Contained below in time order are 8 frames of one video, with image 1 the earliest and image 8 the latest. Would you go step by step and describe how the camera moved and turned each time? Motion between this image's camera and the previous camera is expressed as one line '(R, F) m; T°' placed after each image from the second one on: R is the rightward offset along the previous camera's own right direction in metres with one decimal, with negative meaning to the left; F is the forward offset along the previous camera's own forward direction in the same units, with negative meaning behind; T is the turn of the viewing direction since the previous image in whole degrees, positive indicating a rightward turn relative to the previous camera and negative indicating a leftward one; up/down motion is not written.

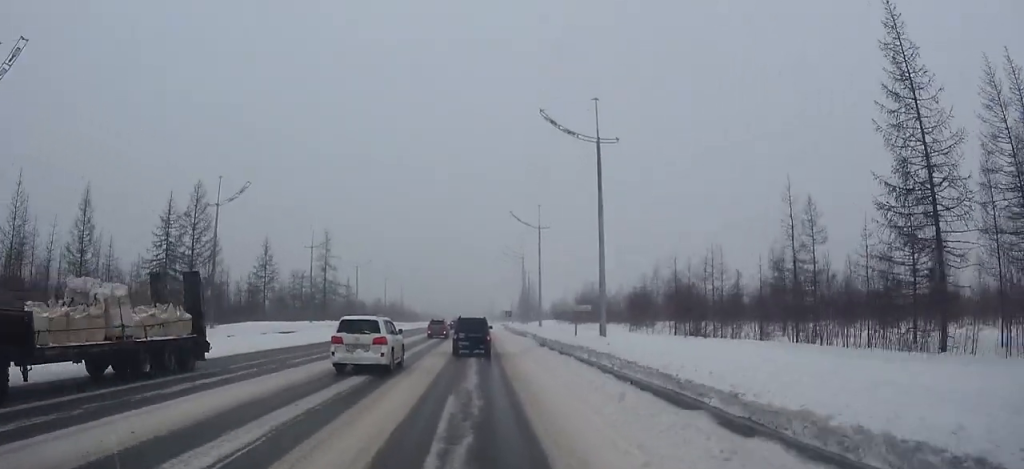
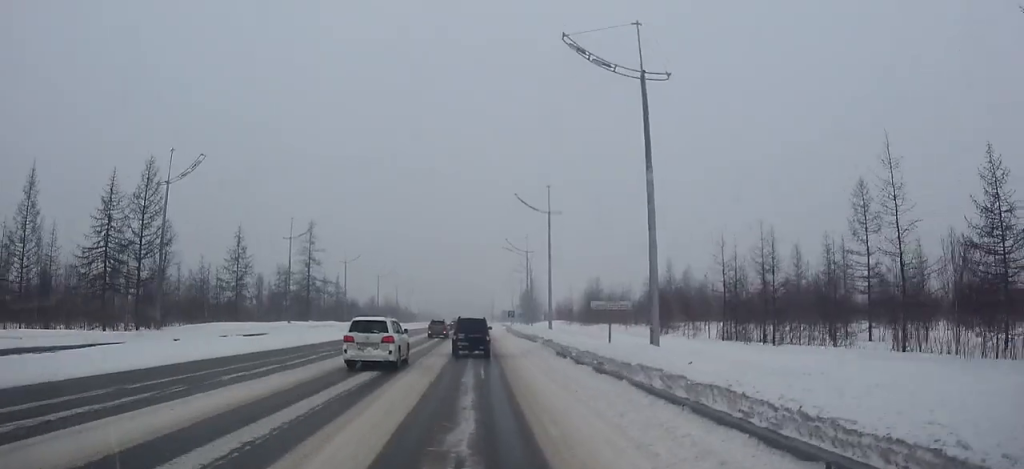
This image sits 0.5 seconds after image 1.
(0.0, +7.4) m; 0°
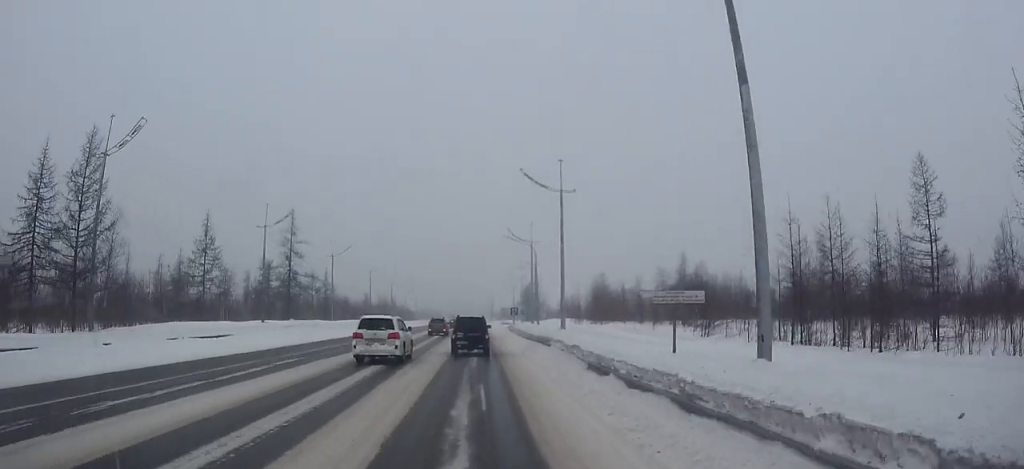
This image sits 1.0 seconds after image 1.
(0.0, +6.9) m; 0°
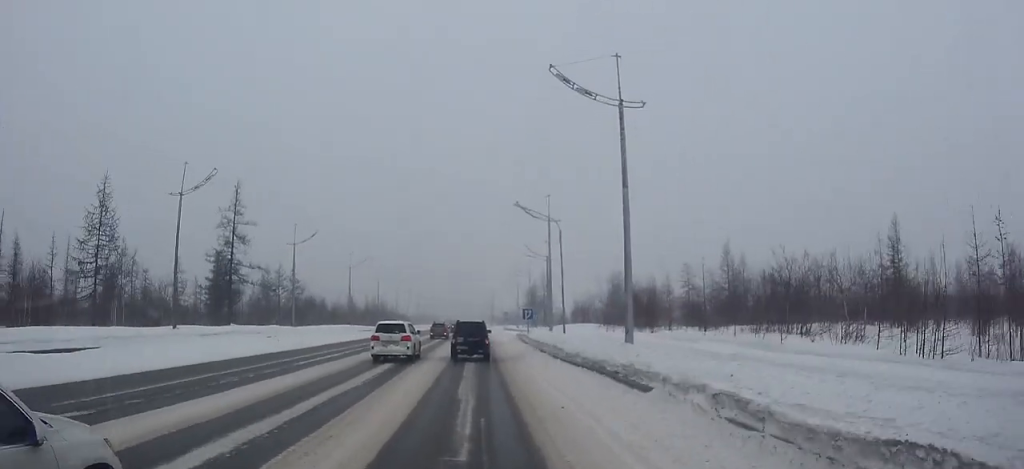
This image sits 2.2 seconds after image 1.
(0.0, +15.6) m; 0°
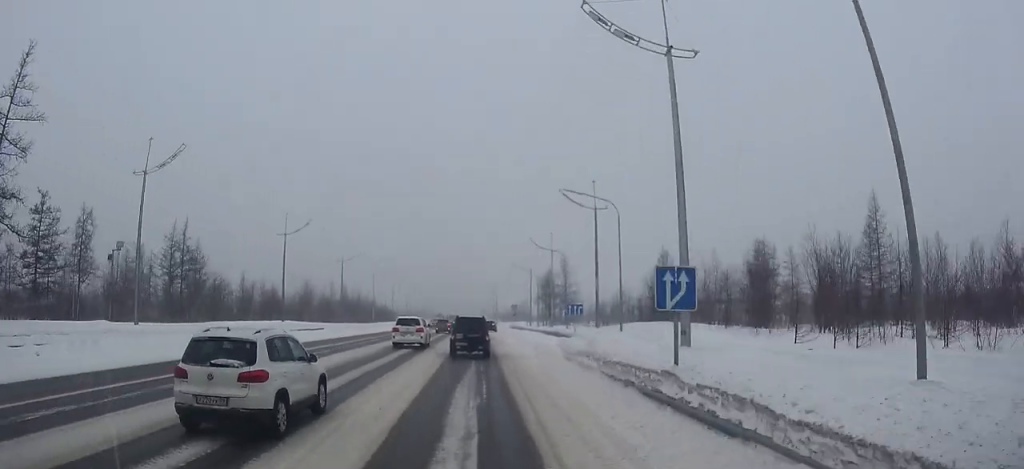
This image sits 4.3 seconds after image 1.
(0.0, +29.1) m; 0°
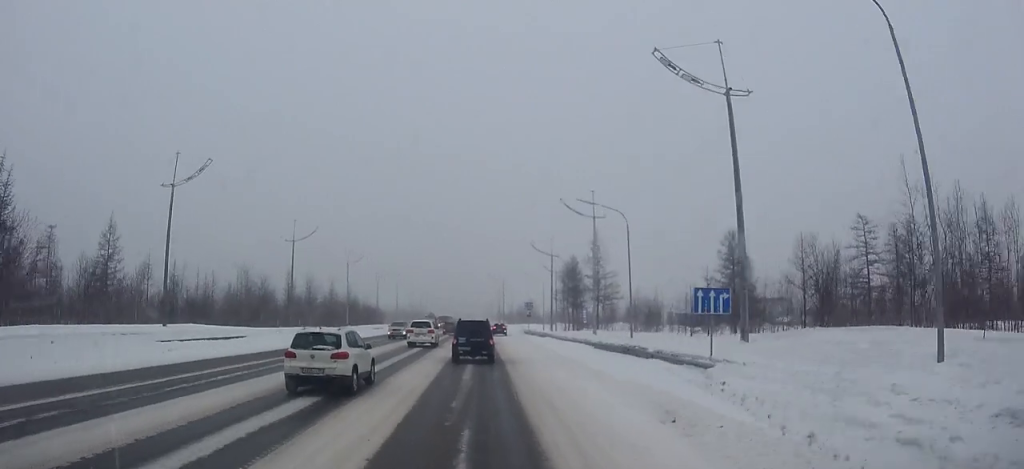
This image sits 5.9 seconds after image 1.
(0.0, +22.7) m; 0°
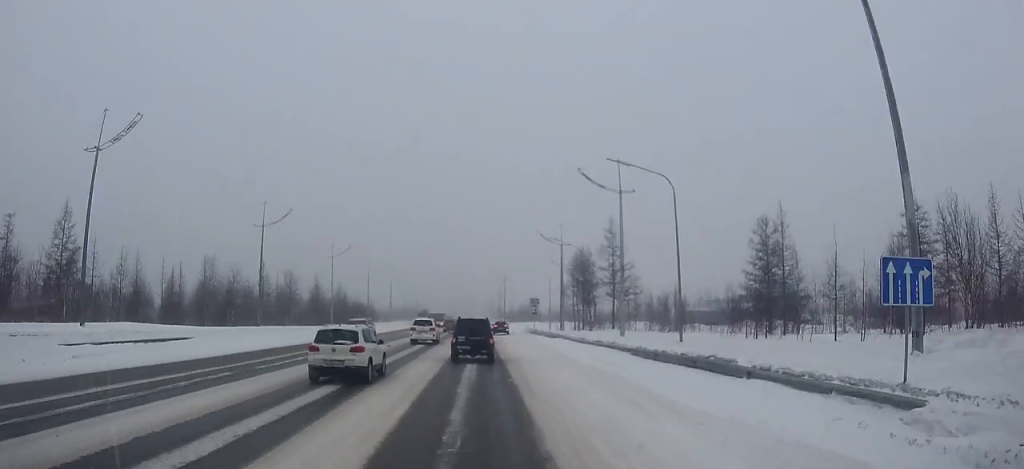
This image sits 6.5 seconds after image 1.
(0.0, +8.3) m; 0°
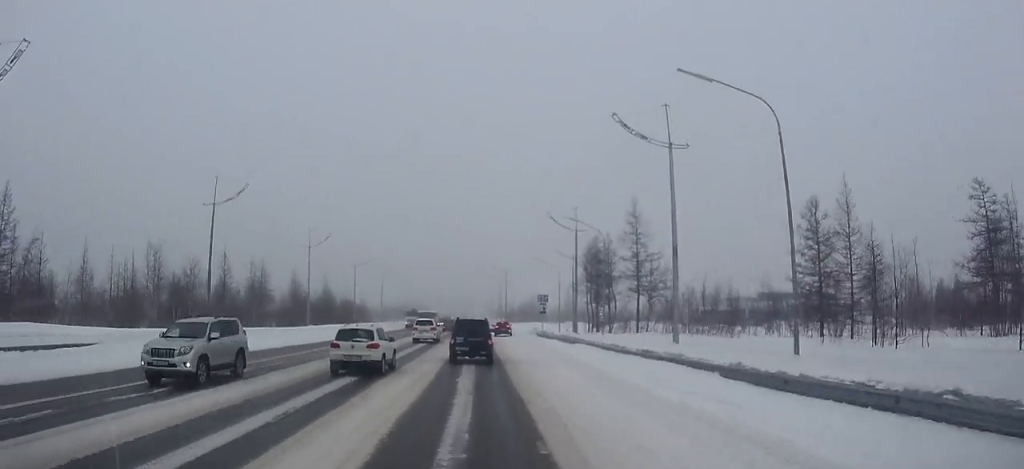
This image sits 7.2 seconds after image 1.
(0.0, +9.7) m; 0°
